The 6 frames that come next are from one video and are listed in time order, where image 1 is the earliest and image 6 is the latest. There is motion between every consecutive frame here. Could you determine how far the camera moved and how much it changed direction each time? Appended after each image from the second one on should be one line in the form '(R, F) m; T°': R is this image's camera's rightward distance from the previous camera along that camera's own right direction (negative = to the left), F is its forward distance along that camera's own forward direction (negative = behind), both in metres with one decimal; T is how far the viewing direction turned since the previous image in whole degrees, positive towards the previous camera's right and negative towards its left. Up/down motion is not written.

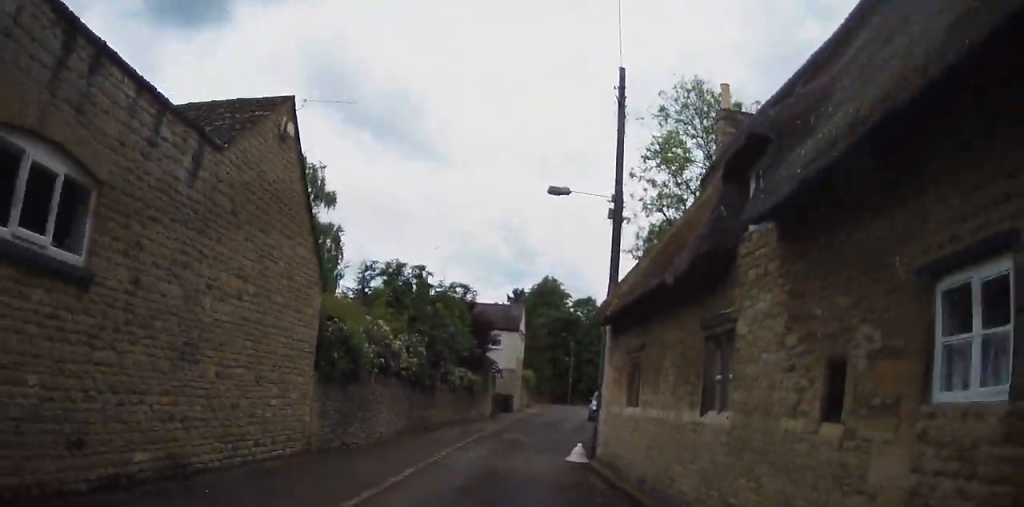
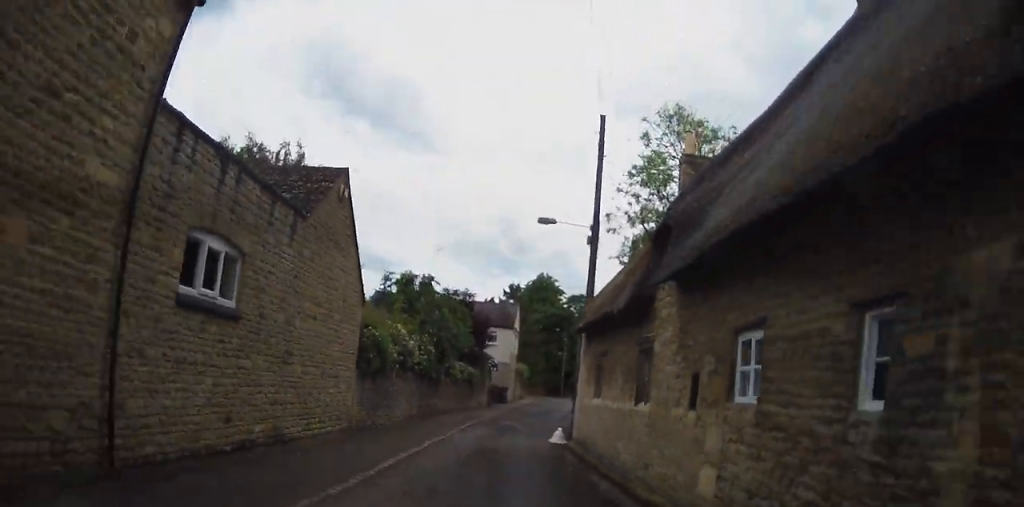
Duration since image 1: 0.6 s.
(-0.1, +3.4) m; 0°
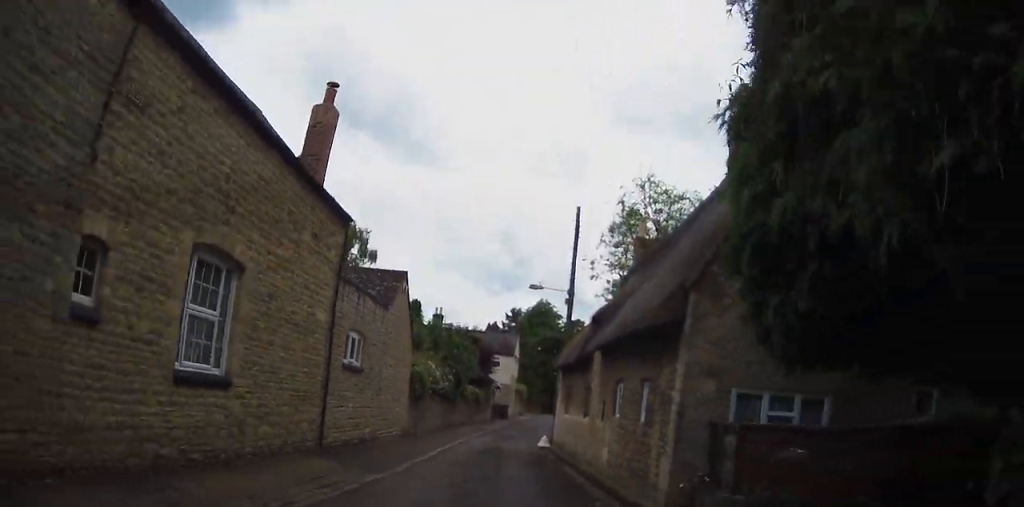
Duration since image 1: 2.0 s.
(+0.1, +7.7) m; +1°
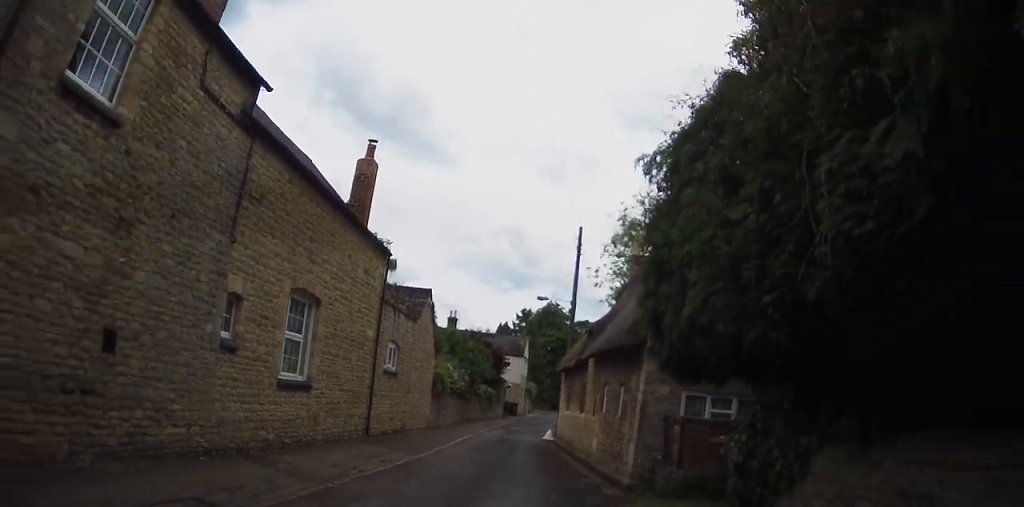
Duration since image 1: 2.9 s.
(-0.2, +3.7) m; -3°
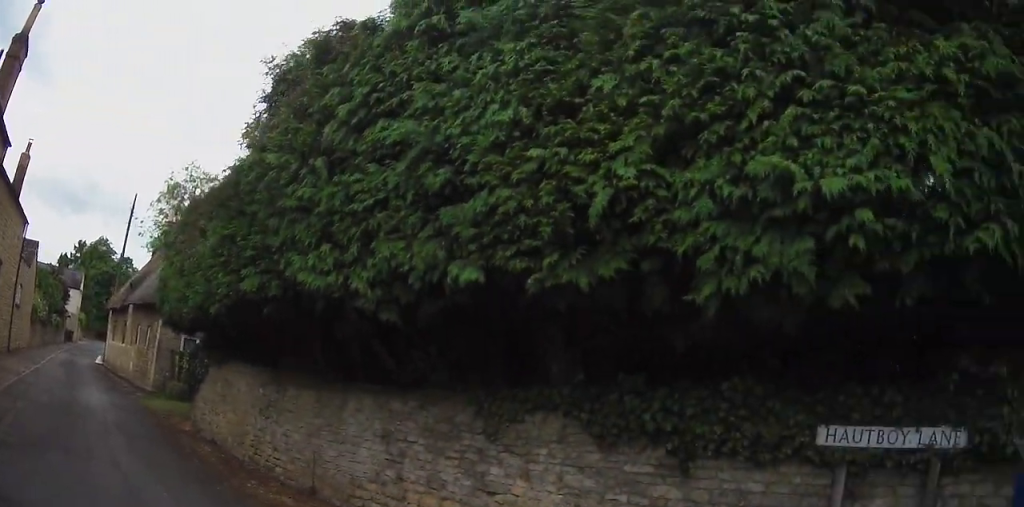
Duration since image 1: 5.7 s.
(+2.3, +7.6) m; +46°
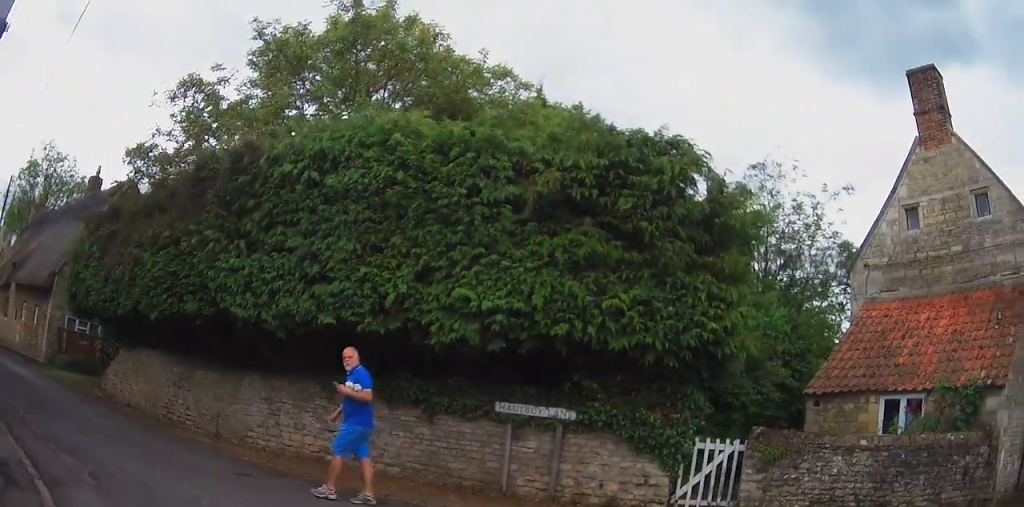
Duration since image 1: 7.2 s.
(+1.0, +4.2) m; +20°
